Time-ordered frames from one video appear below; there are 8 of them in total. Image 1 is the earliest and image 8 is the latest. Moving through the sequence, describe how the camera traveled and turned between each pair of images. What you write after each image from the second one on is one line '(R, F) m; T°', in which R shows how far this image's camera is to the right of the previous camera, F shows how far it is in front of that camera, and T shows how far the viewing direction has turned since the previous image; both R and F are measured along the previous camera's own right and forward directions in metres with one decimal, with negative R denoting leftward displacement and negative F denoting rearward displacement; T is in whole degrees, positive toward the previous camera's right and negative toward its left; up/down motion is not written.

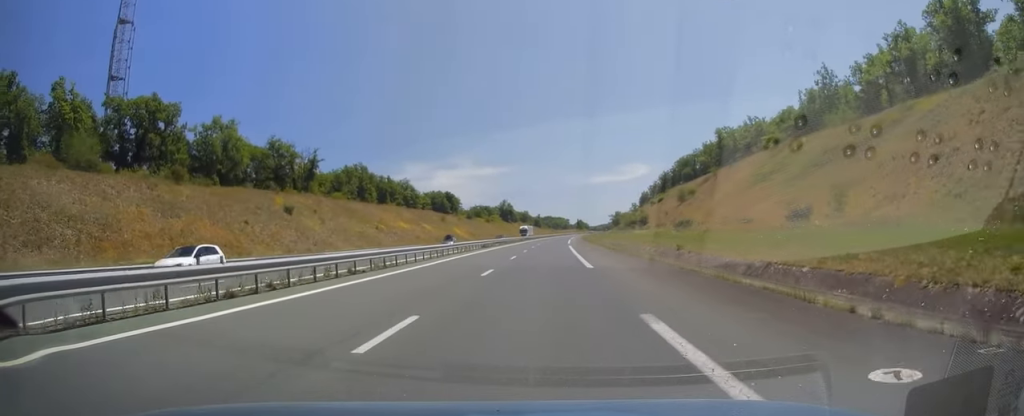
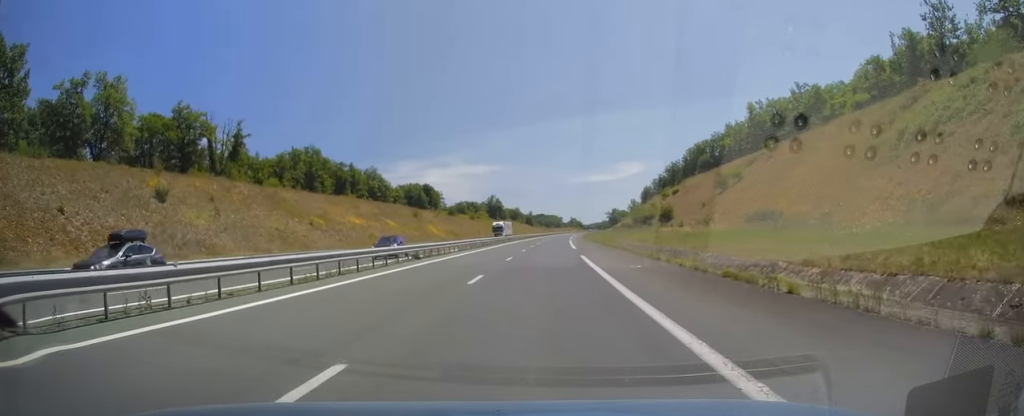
(+0.1, +29.8) m; +1°
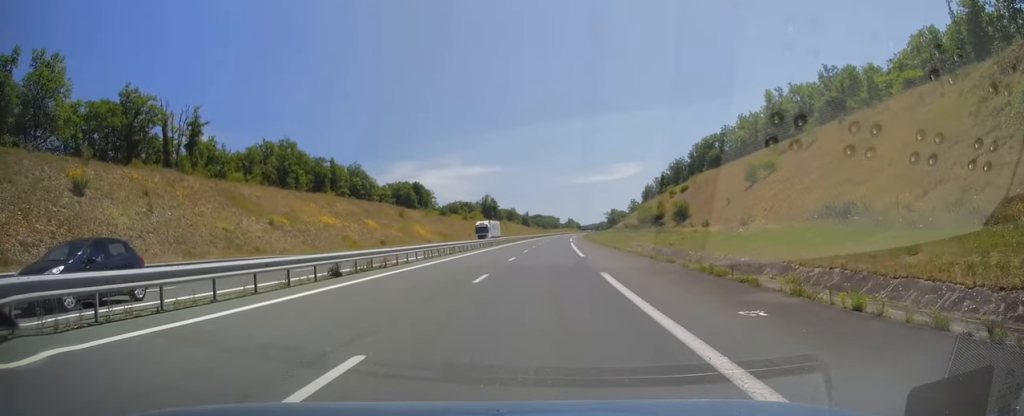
(+0.2, +12.2) m; 0°
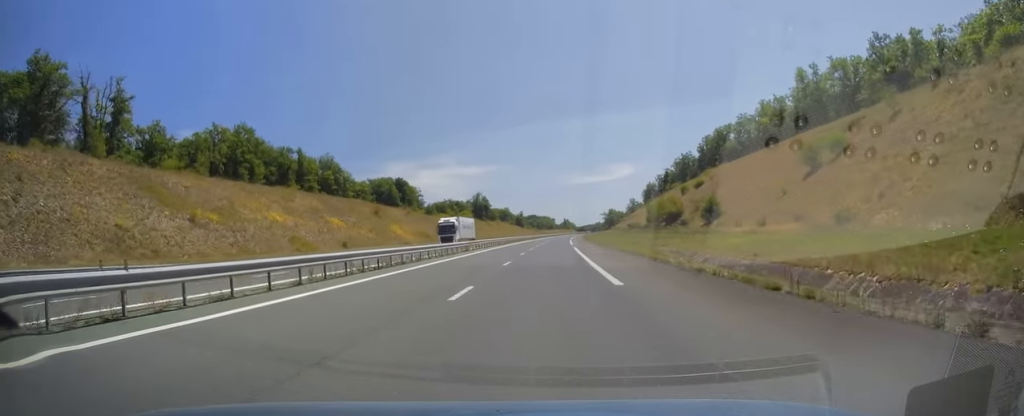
(+0.1, +17.2) m; 0°
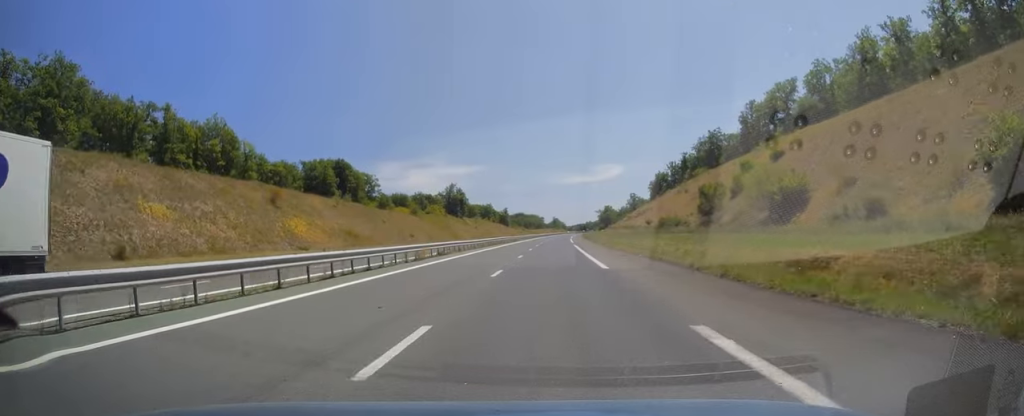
(+0.2, +45.7) m; +1°
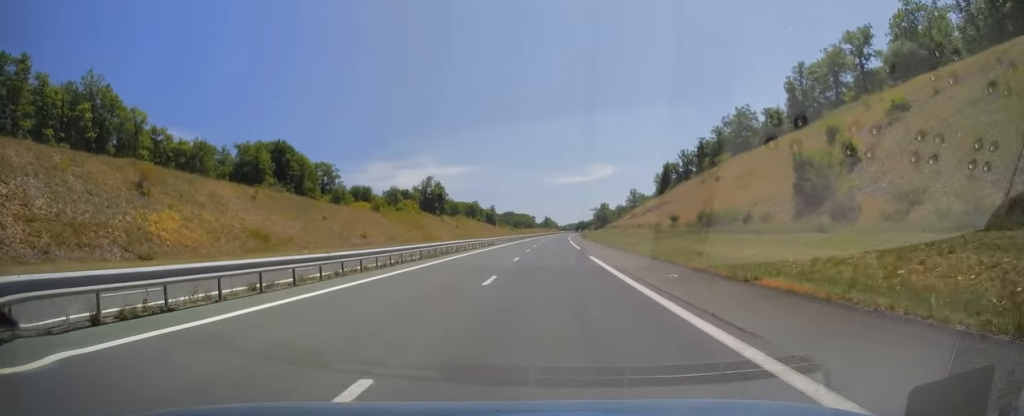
(+0.3, +29.0) m; +1°
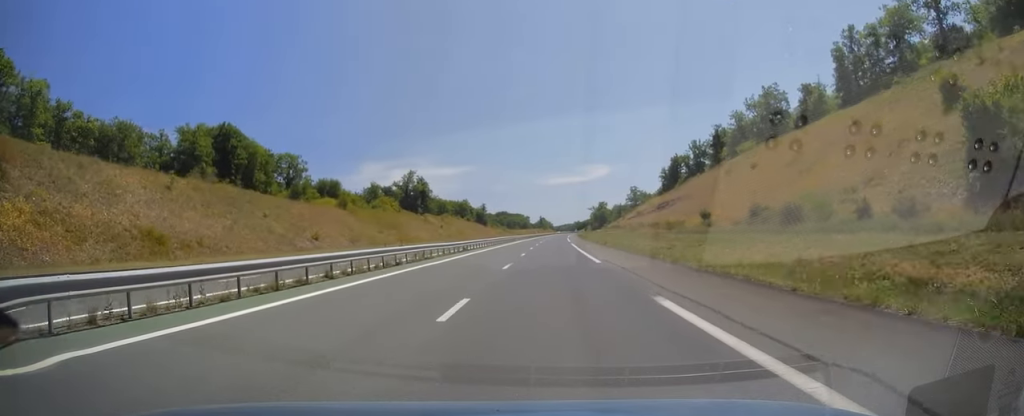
(+0.1, +19.2) m; 0°
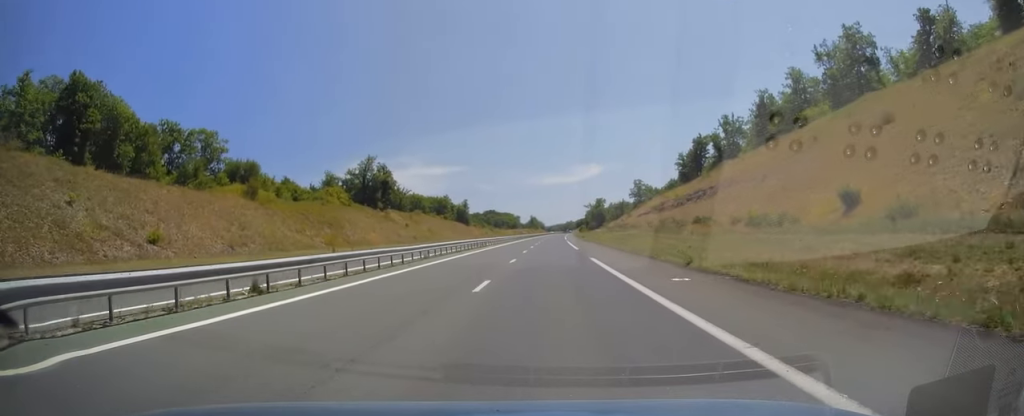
(+0.1, +34.4) m; +1°
